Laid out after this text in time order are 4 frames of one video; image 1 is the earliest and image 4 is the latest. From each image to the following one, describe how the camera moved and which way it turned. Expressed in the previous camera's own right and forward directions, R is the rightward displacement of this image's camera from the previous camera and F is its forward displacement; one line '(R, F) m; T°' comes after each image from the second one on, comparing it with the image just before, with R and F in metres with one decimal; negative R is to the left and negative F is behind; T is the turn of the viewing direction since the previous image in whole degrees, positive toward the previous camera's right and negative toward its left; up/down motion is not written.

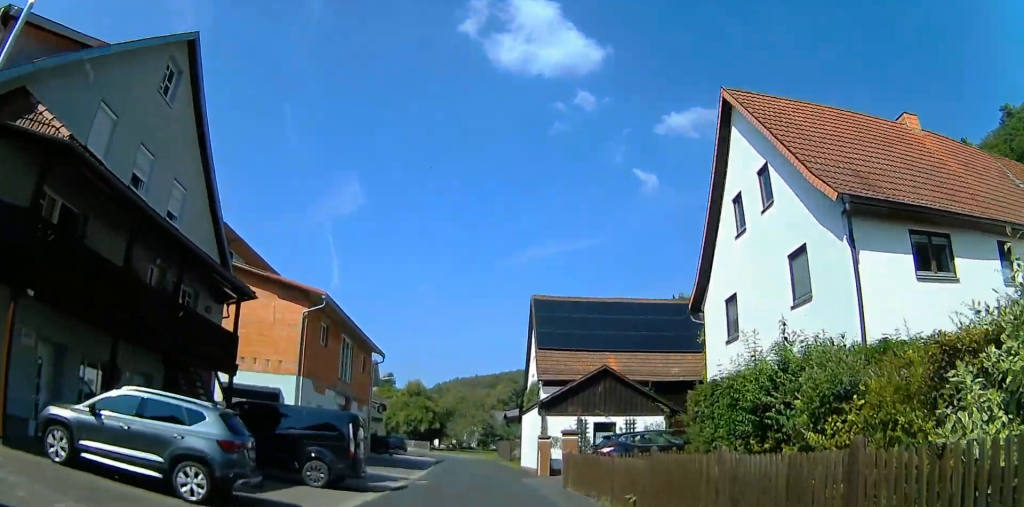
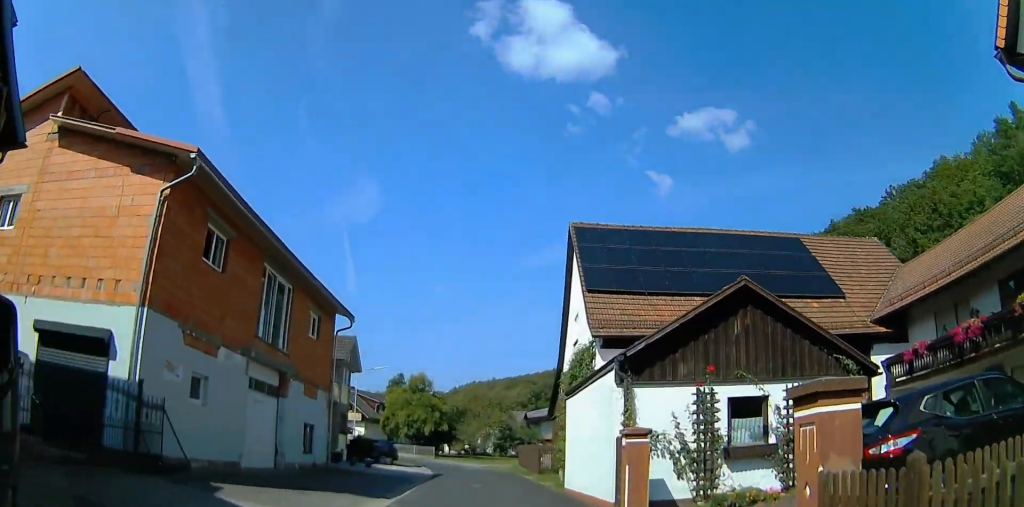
(-0.2, +11.3) m; -1°
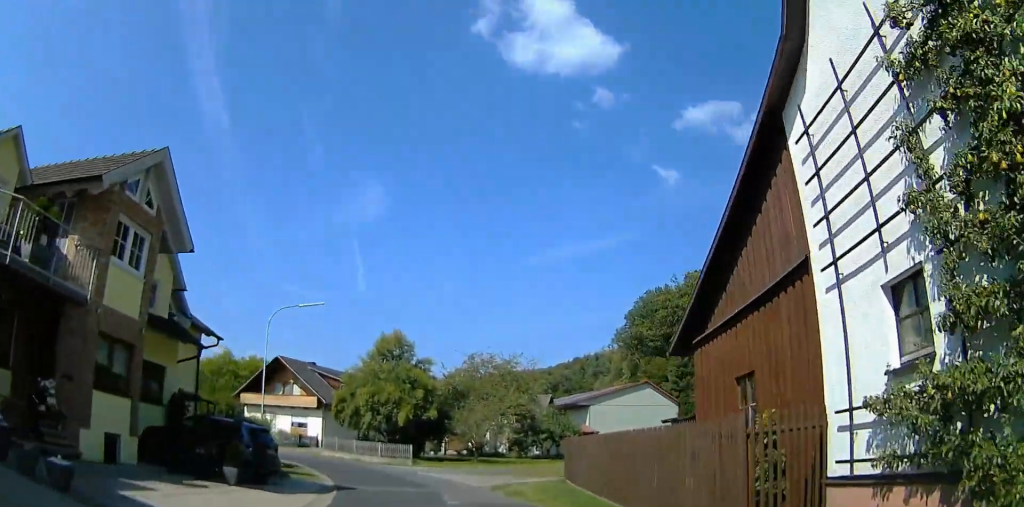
(0.0, +22.8) m; 0°
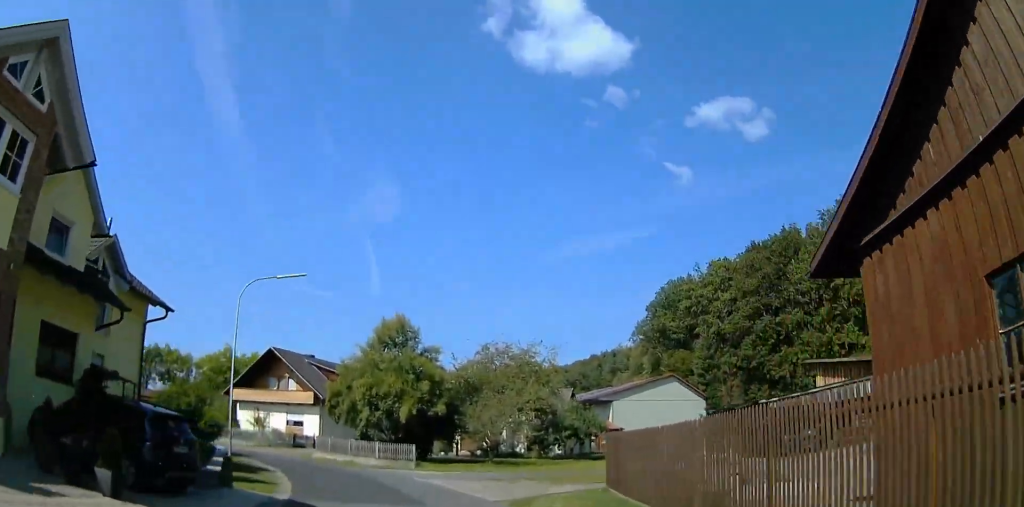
(0.0, +5.9) m; -2°
